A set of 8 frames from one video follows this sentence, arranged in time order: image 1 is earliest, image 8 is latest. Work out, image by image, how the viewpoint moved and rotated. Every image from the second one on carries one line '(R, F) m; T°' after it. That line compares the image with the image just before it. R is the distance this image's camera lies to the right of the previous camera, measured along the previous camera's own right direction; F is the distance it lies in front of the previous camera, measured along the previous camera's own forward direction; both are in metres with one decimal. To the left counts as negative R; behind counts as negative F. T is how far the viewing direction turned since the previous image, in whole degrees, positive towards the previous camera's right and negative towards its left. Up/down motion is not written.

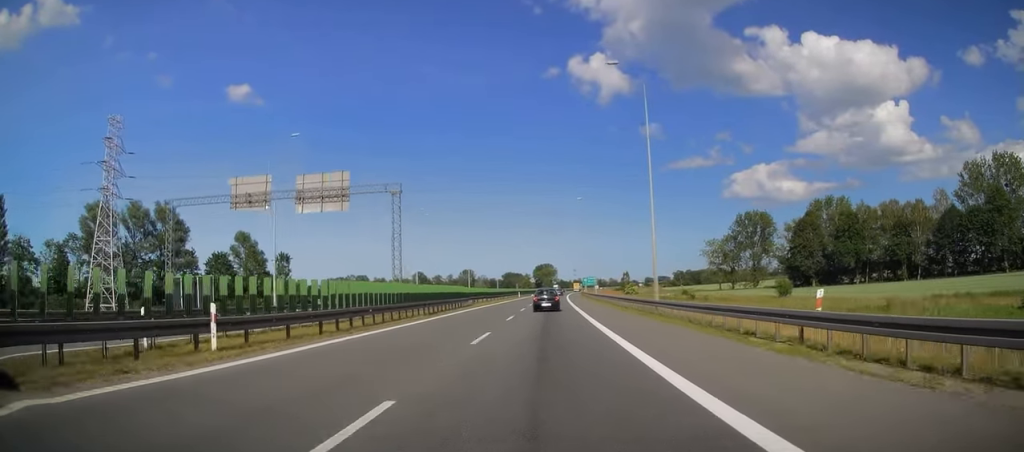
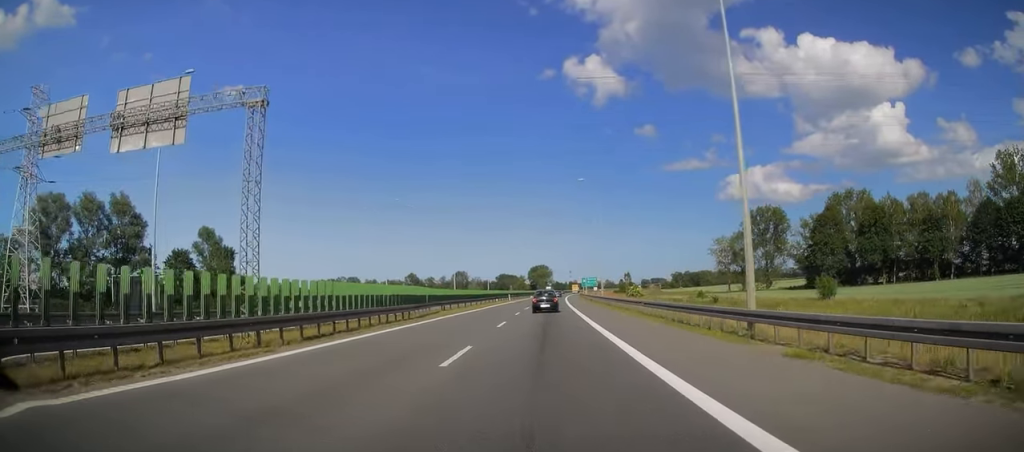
(+0.3, +16.3) m; +1°
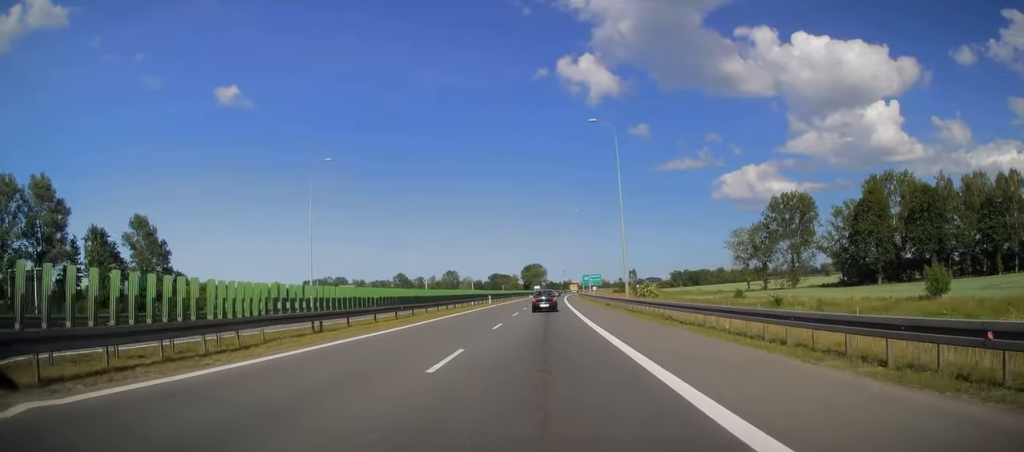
(+0.2, +25.1) m; 0°
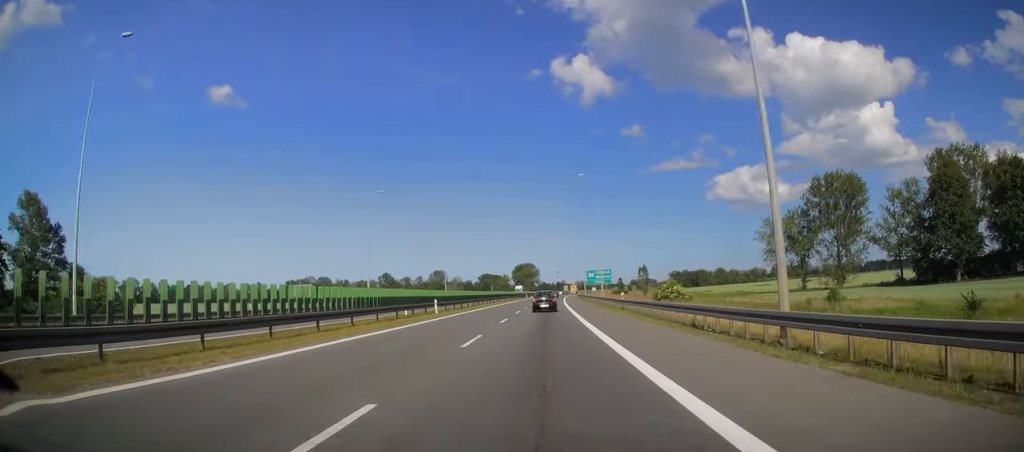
(0.0, +31.2) m; 0°
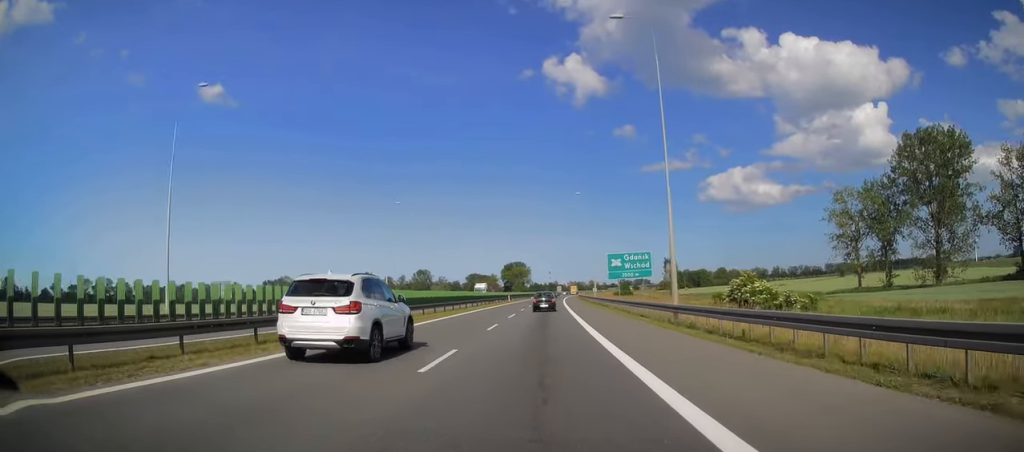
(+0.3, +40.8) m; +1°
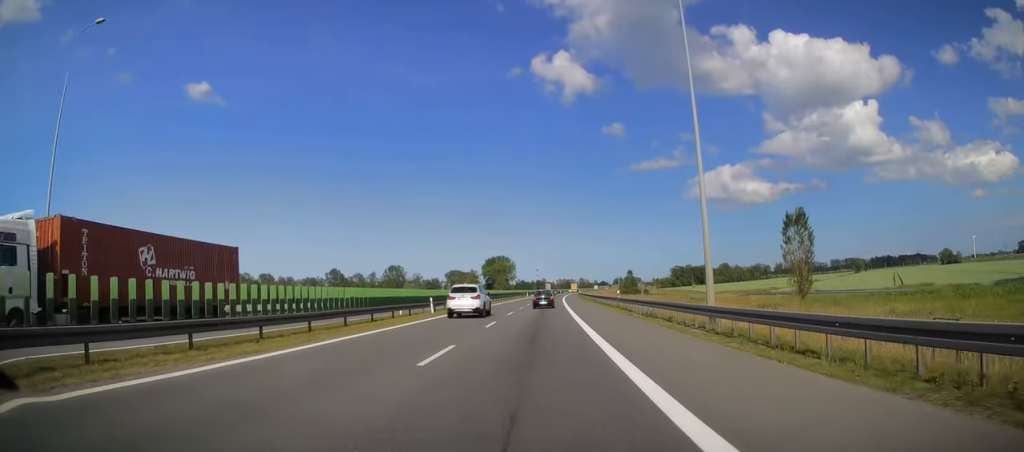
(+0.8, +59.3) m; +1°
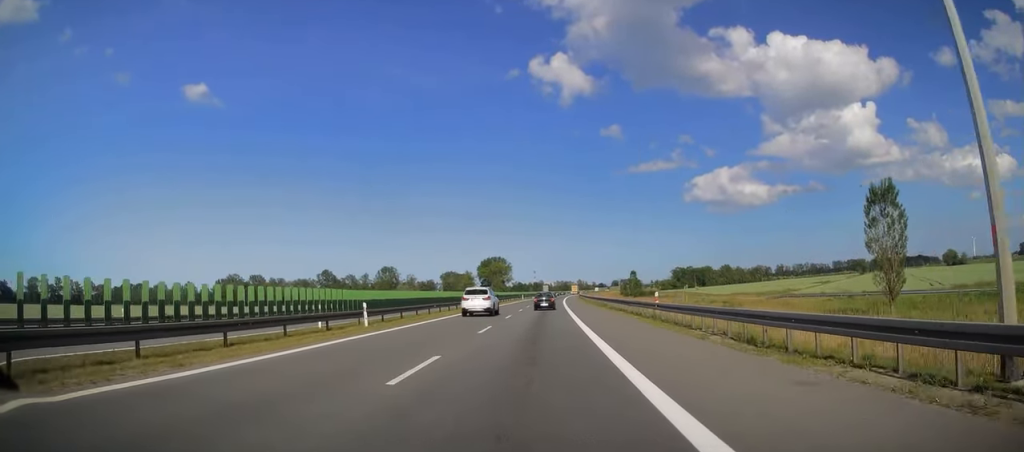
(-0.1, +14.1) m; +1°
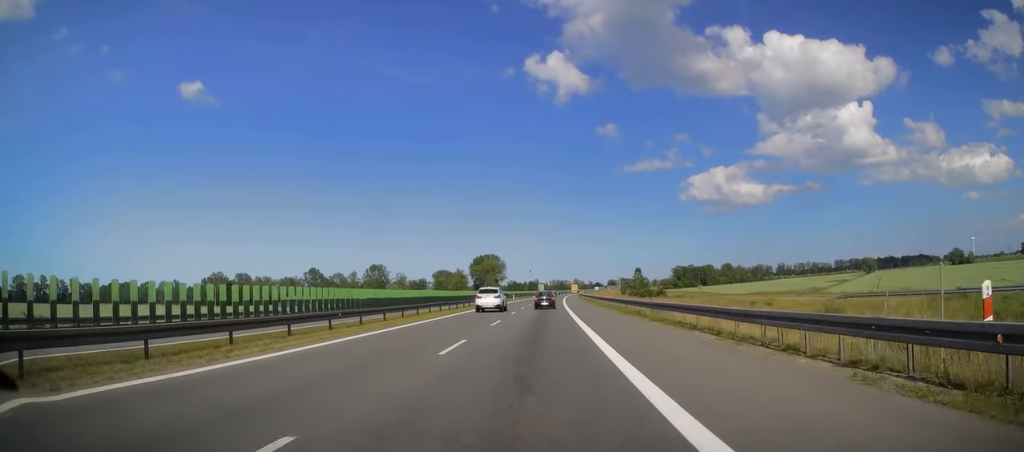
(+0.4, +19.6) m; 0°
